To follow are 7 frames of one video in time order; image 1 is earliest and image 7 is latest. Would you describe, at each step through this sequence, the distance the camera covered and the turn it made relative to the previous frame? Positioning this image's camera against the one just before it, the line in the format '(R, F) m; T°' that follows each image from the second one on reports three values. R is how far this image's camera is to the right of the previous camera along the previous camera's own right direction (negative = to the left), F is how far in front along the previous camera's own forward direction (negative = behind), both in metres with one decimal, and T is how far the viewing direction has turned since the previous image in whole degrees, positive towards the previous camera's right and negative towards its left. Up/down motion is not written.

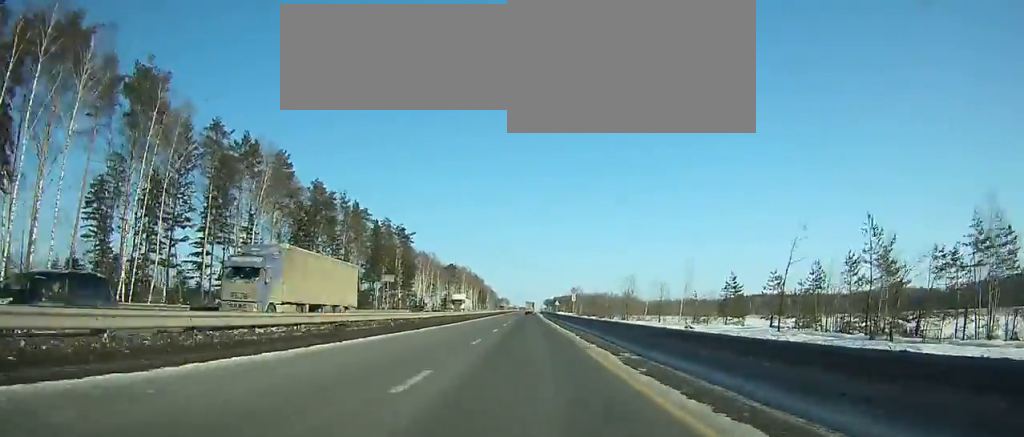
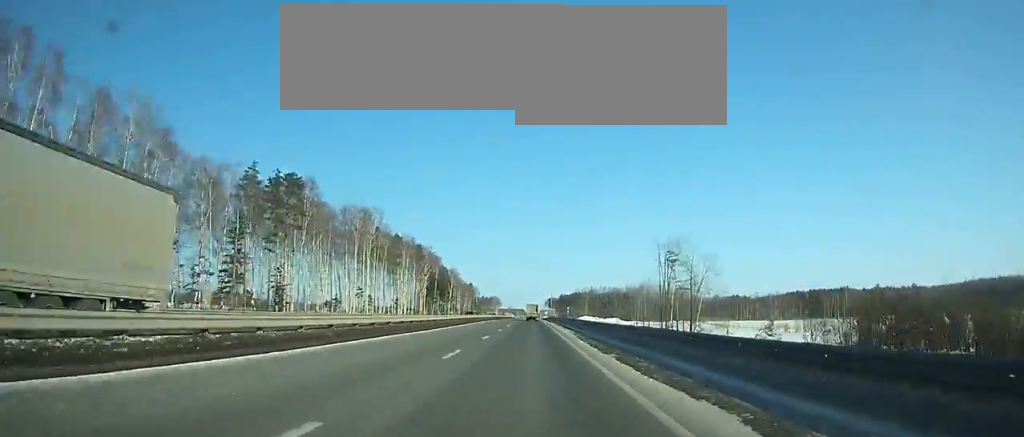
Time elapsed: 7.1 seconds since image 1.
(0.0, +199.4) m; 0°
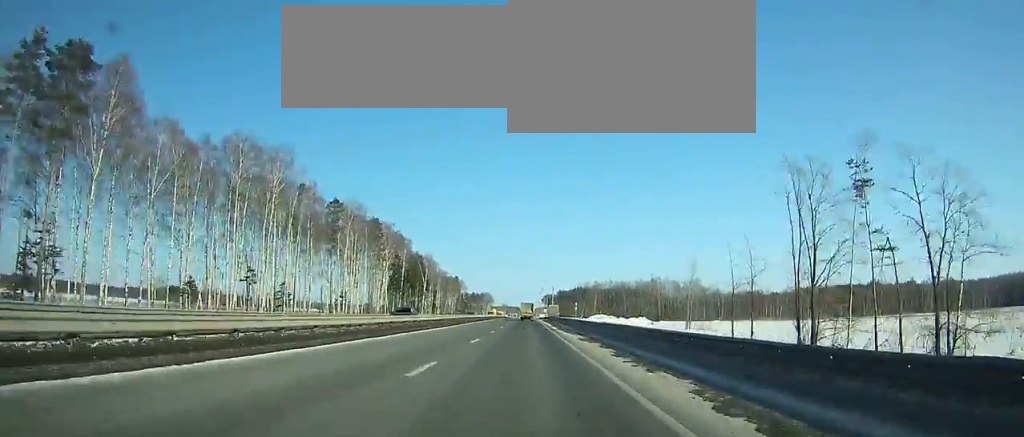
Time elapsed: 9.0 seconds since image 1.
(+0.1, +52.6) m; 0°
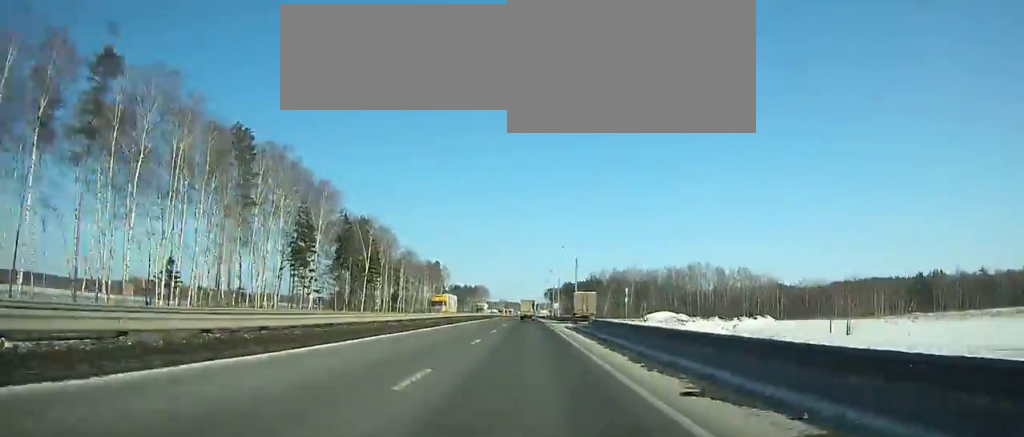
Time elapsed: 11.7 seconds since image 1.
(+0.2, +74.0) m; 0°
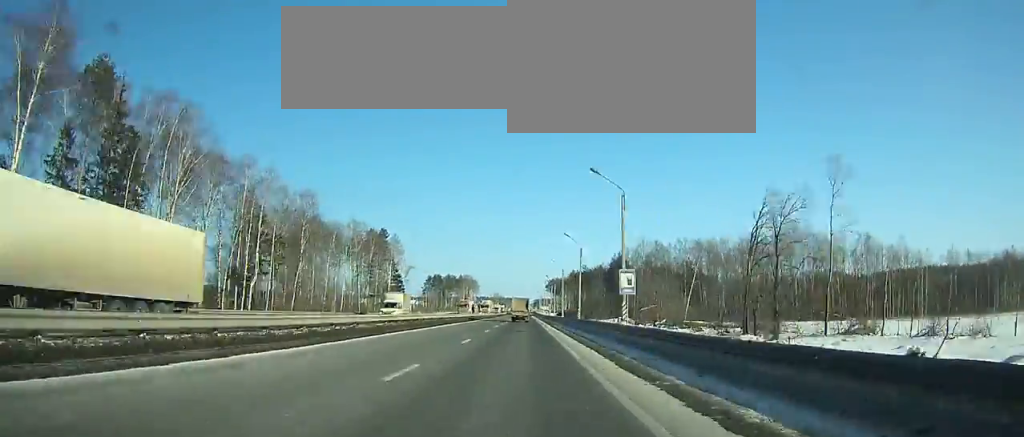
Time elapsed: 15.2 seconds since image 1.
(0.0, +93.9) m; 0°
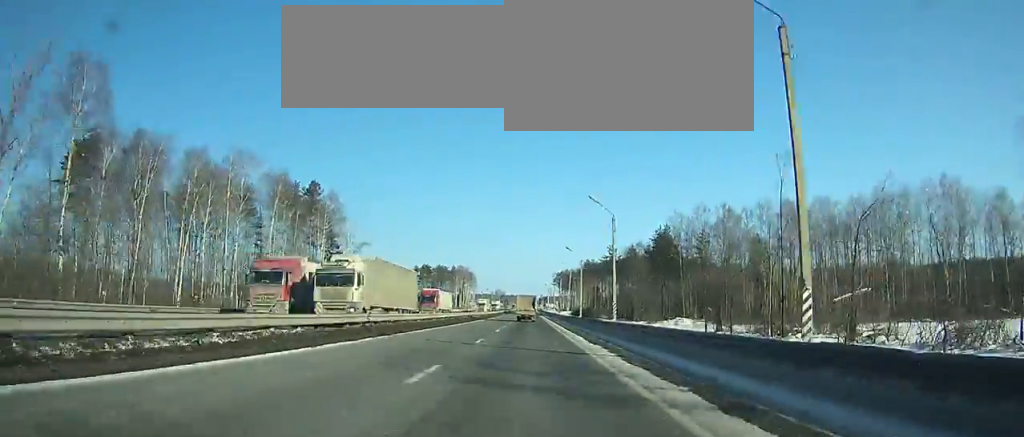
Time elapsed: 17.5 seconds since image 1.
(-0.1, +60.5) m; 0°
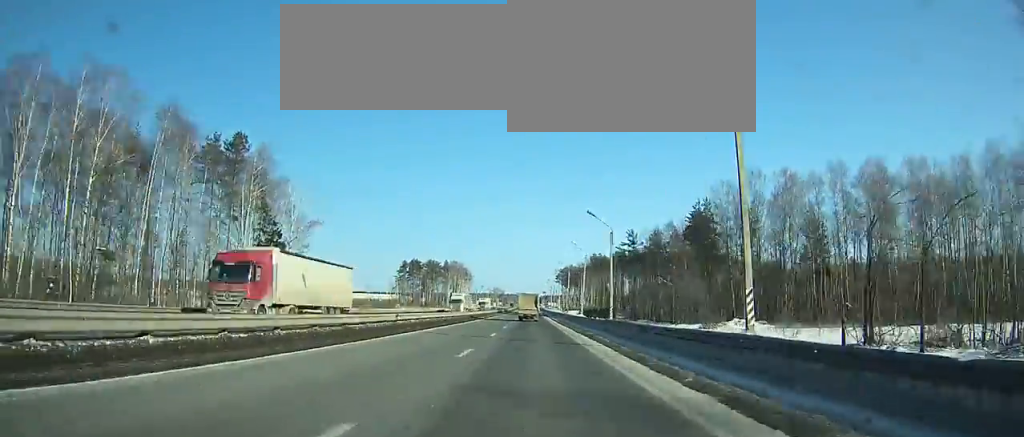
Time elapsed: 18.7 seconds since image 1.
(-0.2, +31.1) m; 0°
